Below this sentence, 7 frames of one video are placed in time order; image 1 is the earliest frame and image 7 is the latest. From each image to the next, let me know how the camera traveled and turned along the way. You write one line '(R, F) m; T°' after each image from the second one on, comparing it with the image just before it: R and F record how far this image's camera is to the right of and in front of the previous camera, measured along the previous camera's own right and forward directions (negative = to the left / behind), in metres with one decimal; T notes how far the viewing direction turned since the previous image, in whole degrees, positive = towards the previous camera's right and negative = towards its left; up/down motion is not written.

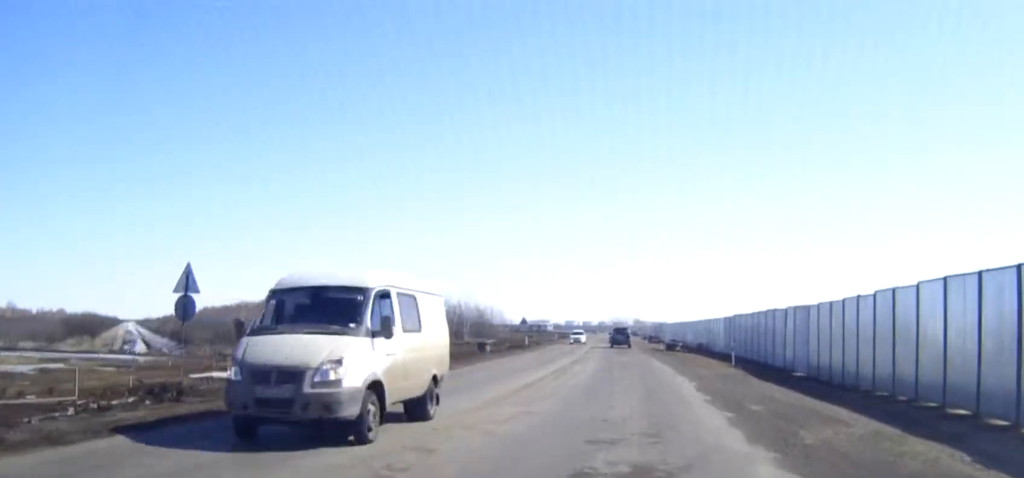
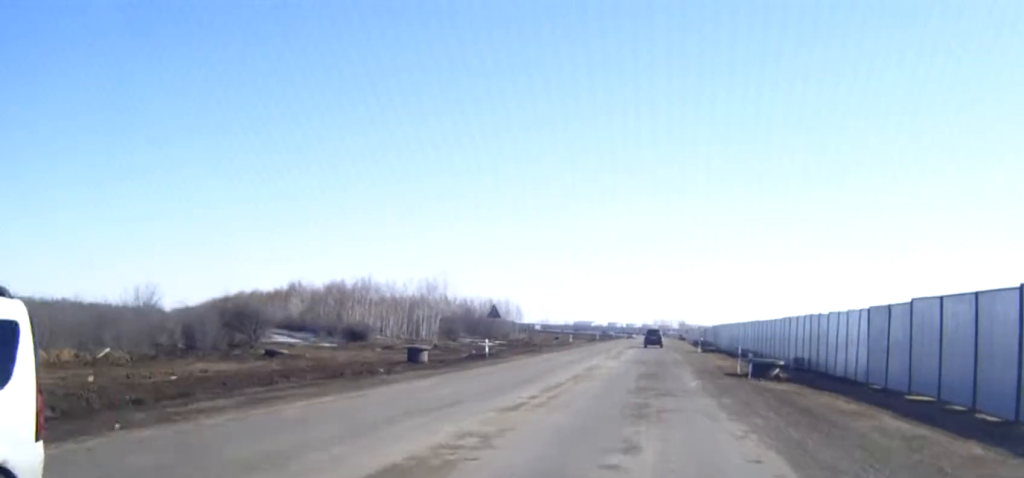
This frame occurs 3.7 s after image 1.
(-0.8, +36.5) m; -2°
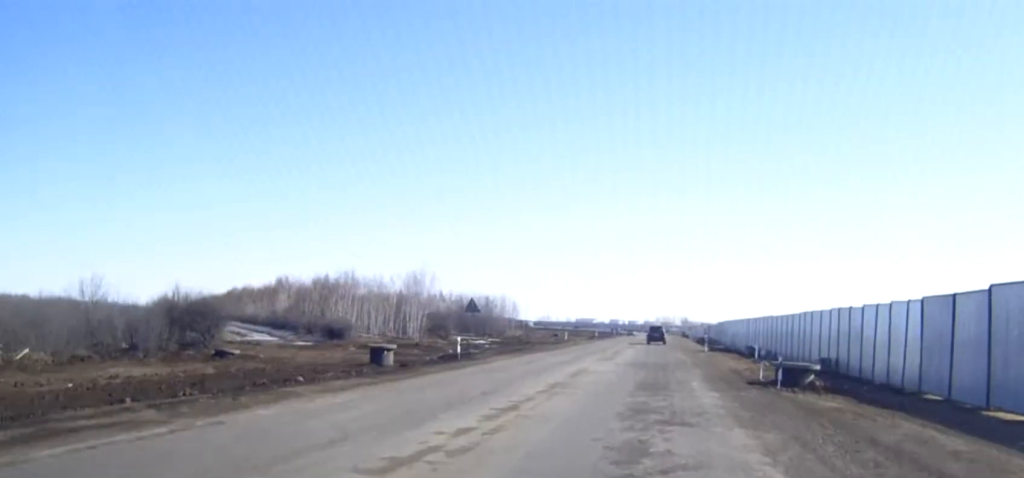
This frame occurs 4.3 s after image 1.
(0.0, +6.8) m; 0°
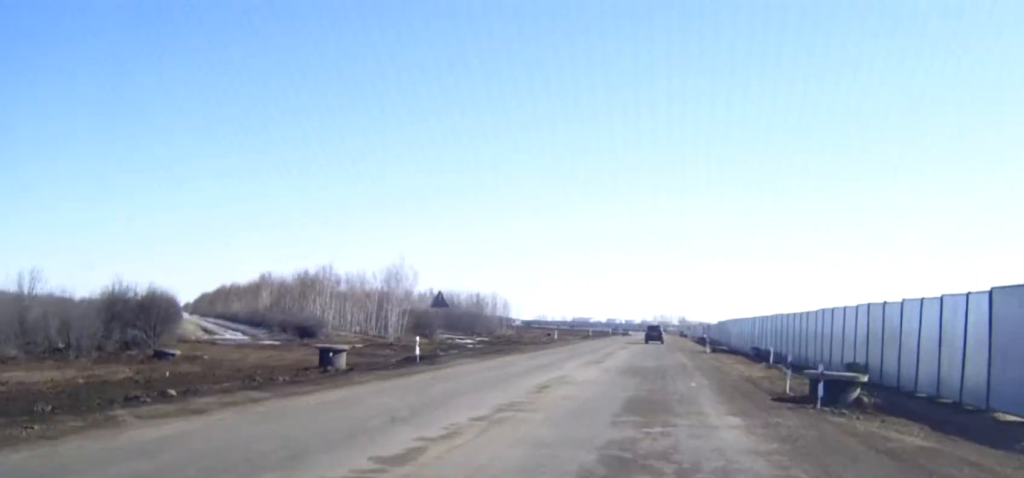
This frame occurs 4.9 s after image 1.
(0.0, +6.2) m; 0°
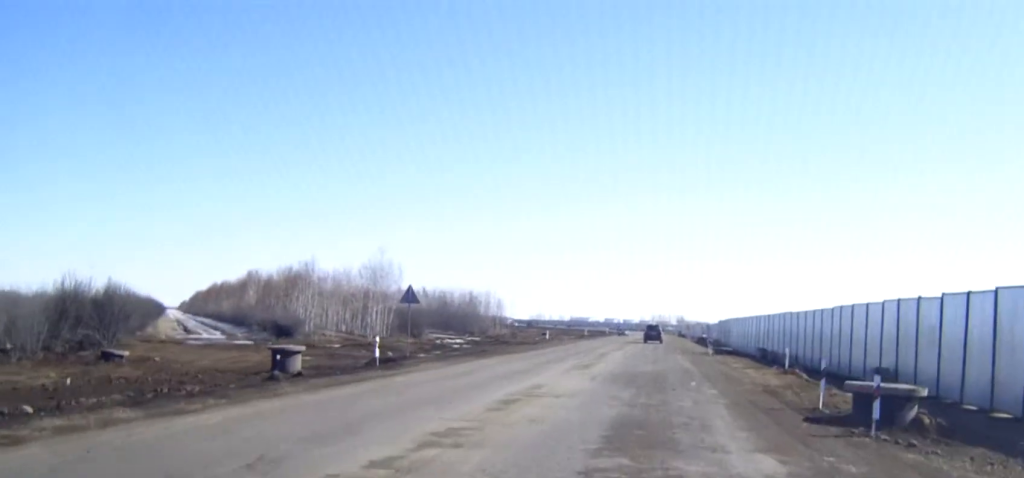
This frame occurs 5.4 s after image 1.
(0.0, +4.5) m; 0°
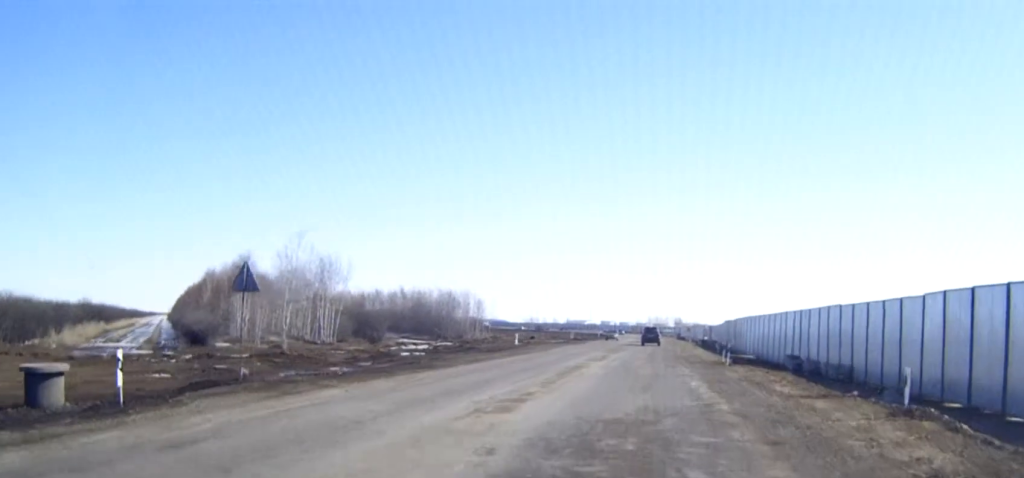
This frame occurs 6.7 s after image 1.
(+0.1, +14.3) m; 0°
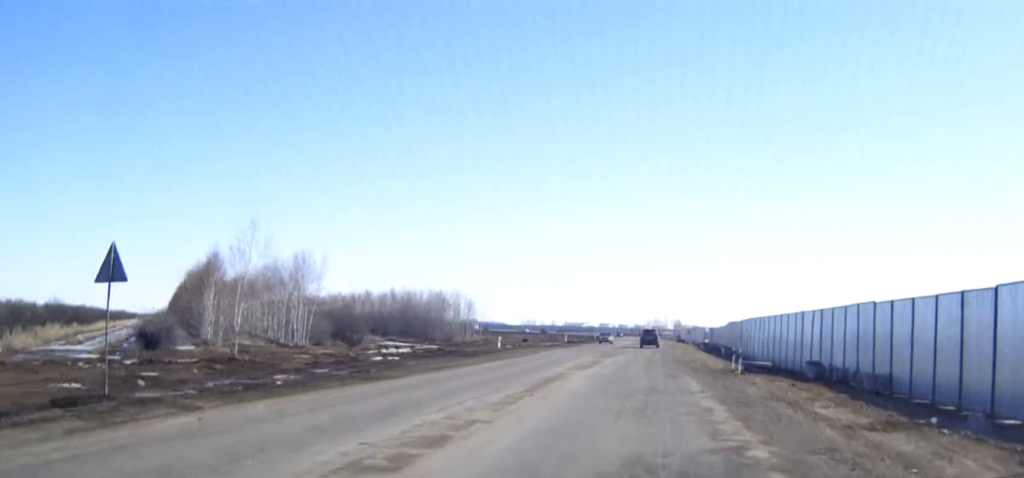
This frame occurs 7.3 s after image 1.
(0.0, +5.9) m; 0°
